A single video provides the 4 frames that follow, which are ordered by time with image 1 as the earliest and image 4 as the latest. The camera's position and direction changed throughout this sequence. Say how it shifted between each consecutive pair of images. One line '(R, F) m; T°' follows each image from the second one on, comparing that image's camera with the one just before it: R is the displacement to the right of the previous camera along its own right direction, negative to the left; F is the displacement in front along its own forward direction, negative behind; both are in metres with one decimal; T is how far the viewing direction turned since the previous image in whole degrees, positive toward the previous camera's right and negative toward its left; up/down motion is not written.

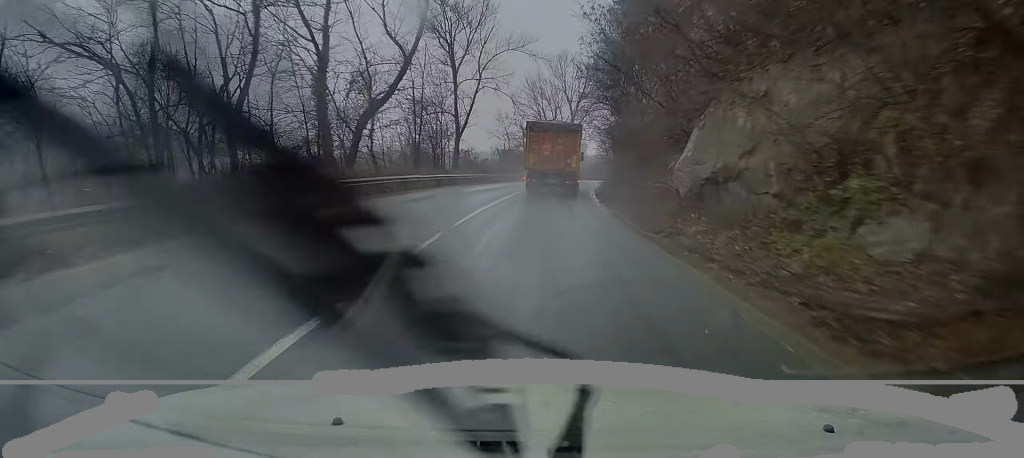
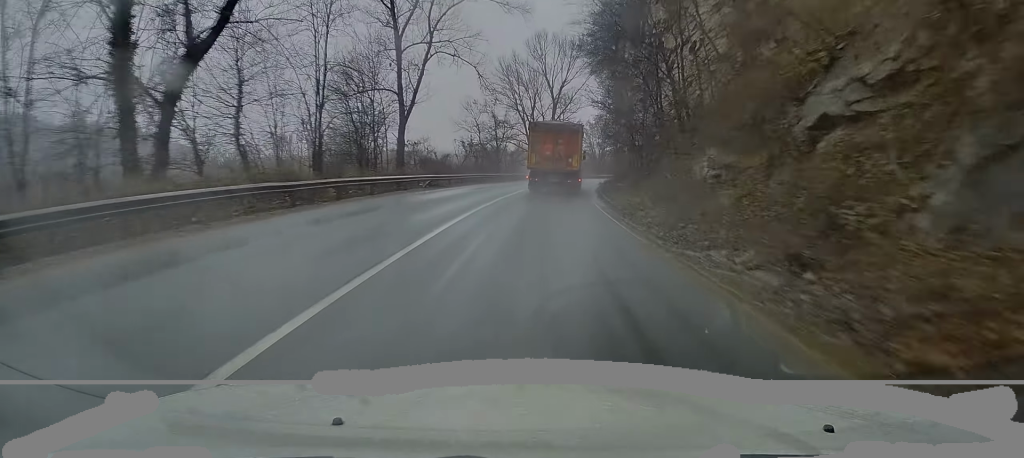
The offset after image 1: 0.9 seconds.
(+0.2, +15.5) m; +1°
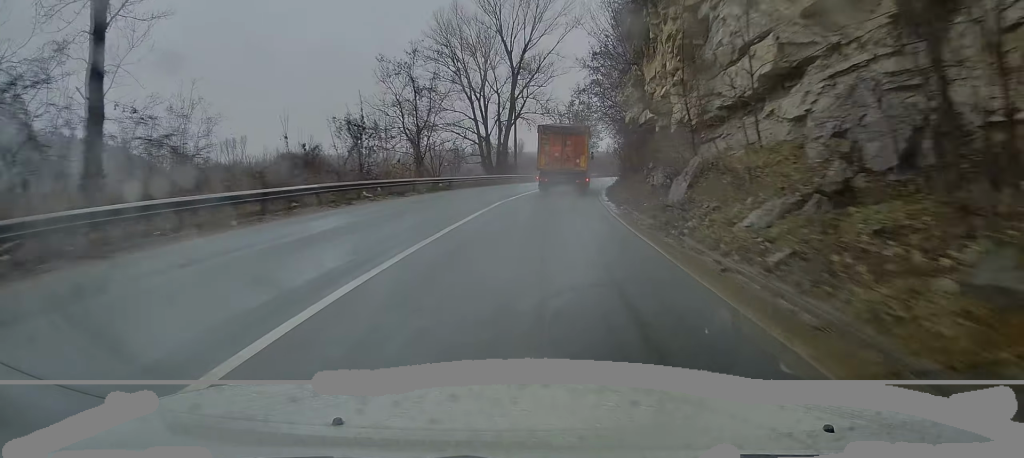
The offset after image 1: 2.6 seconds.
(+0.6, +26.7) m; +5°
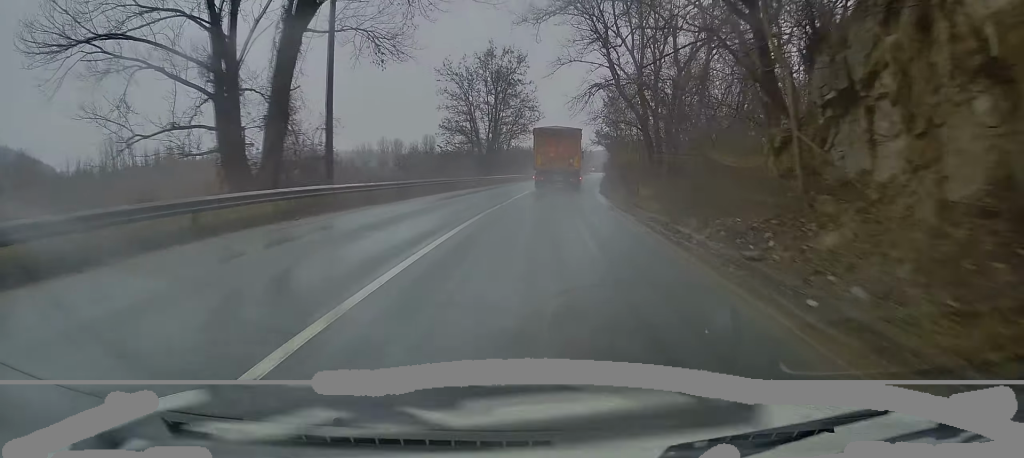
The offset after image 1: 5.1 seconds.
(+4.2, +42.3) m; +9°
